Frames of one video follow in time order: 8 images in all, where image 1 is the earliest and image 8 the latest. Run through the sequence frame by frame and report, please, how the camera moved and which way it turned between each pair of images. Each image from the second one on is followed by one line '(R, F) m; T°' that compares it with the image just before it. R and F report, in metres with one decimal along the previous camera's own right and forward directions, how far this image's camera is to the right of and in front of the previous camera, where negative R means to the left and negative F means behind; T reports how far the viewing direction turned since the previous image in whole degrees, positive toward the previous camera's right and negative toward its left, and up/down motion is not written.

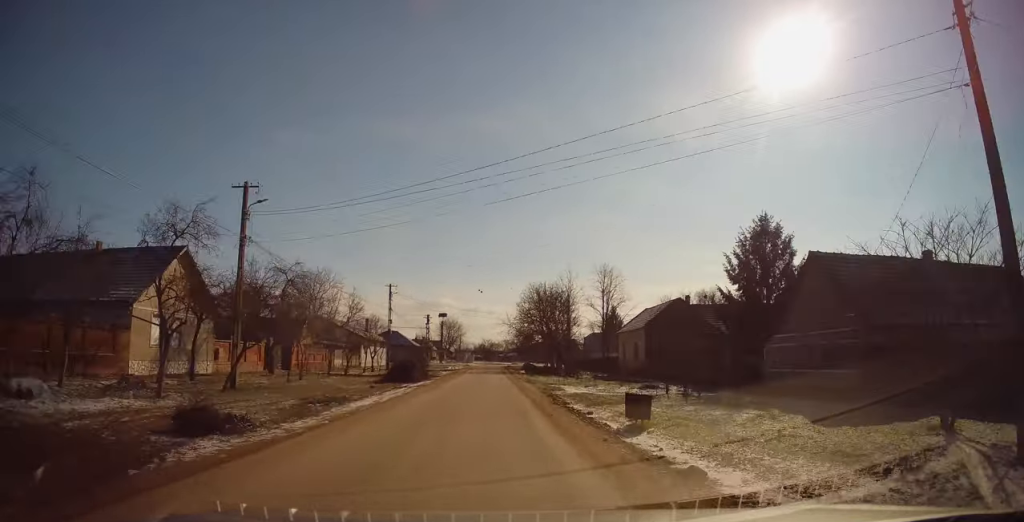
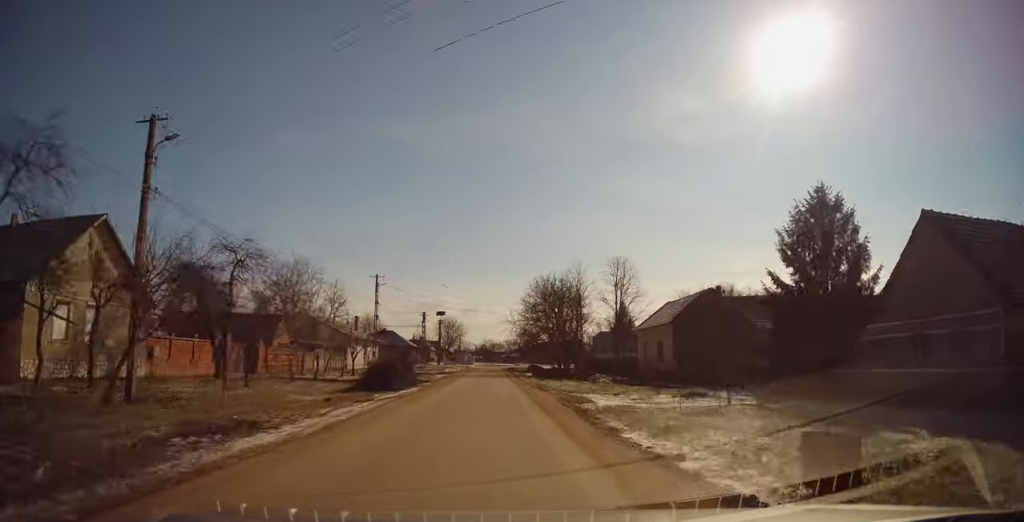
(0.0, +6.9) m; 0°
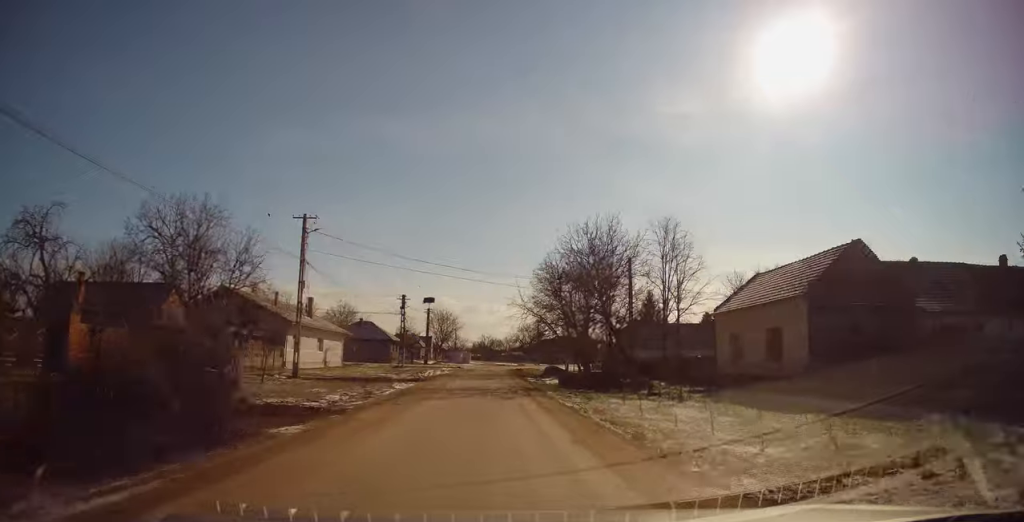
(0.0, +18.2) m; -1°
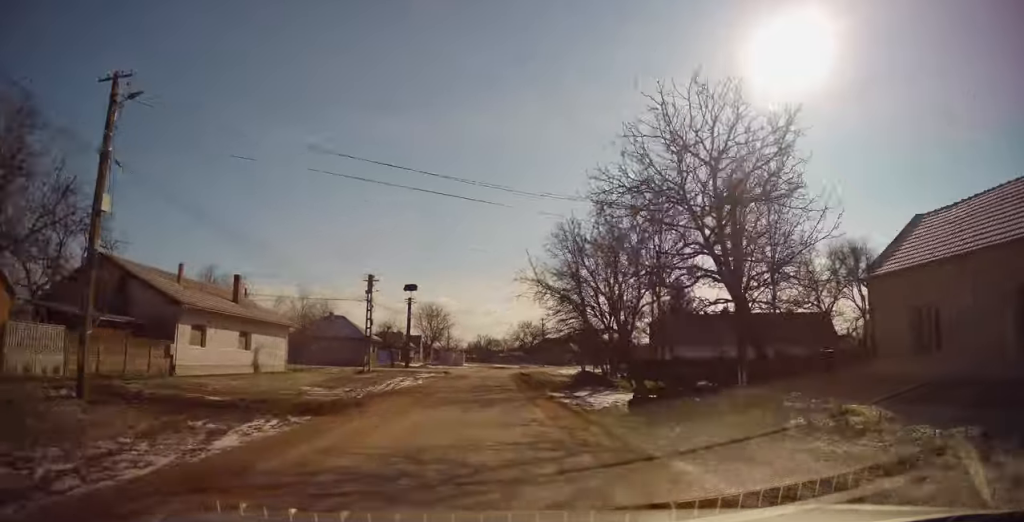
(-0.3, +15.1) m; 0°
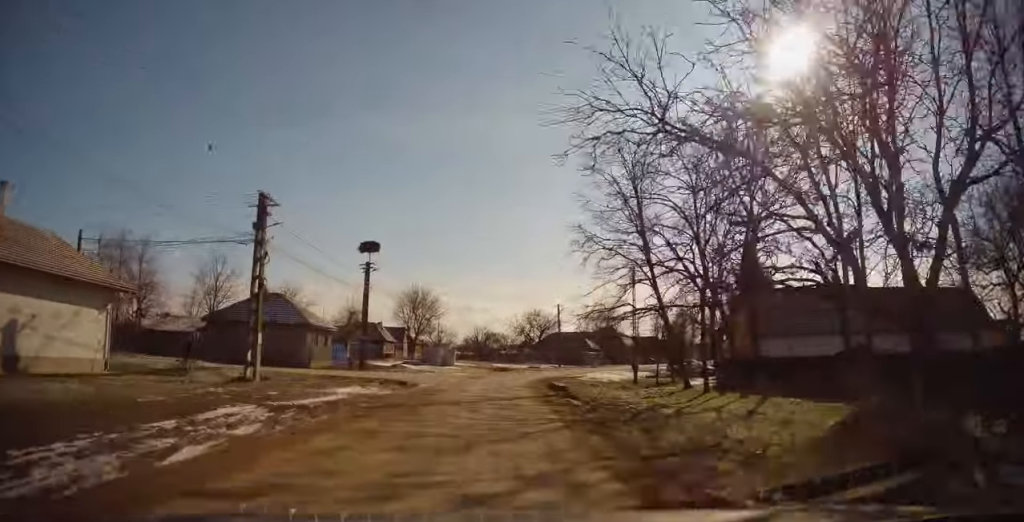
(+0.4, +21.1) m; +1°
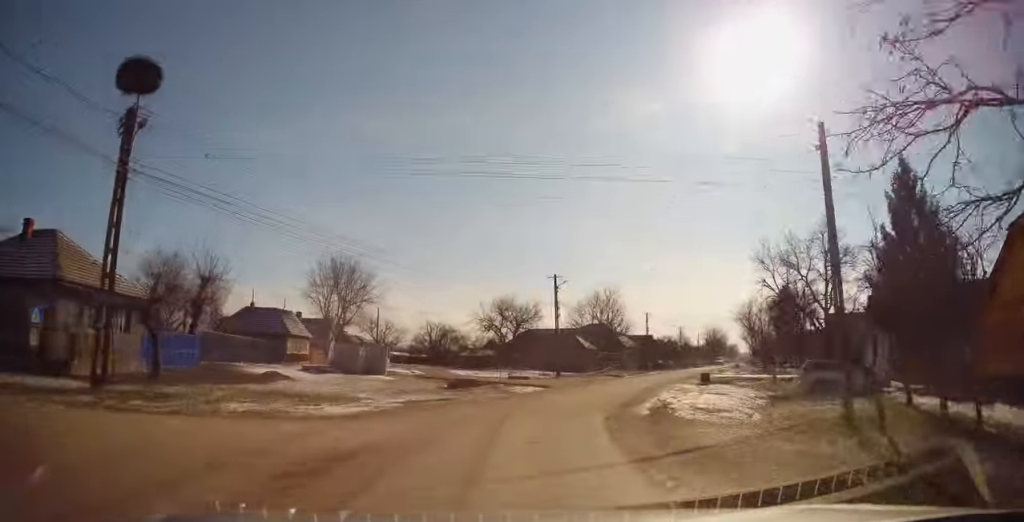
(+0.1, +26.8) m; +4°
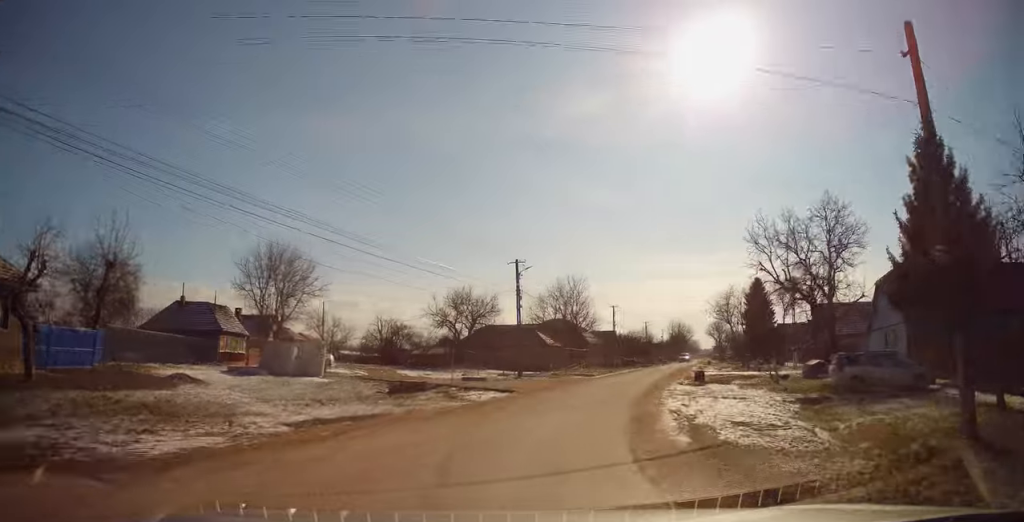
(+0.1, +6.1) m; +4°
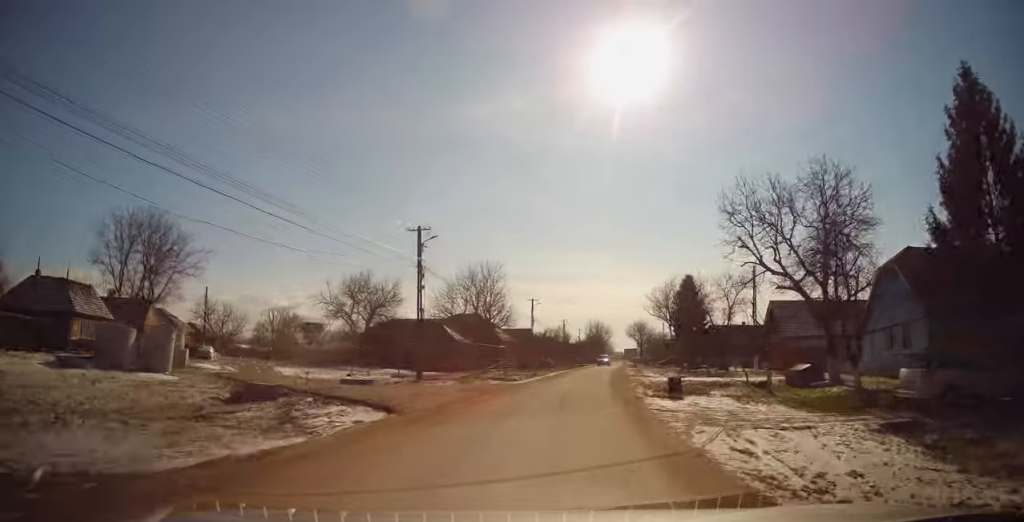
(+0.5, +8.8) m; +7°
